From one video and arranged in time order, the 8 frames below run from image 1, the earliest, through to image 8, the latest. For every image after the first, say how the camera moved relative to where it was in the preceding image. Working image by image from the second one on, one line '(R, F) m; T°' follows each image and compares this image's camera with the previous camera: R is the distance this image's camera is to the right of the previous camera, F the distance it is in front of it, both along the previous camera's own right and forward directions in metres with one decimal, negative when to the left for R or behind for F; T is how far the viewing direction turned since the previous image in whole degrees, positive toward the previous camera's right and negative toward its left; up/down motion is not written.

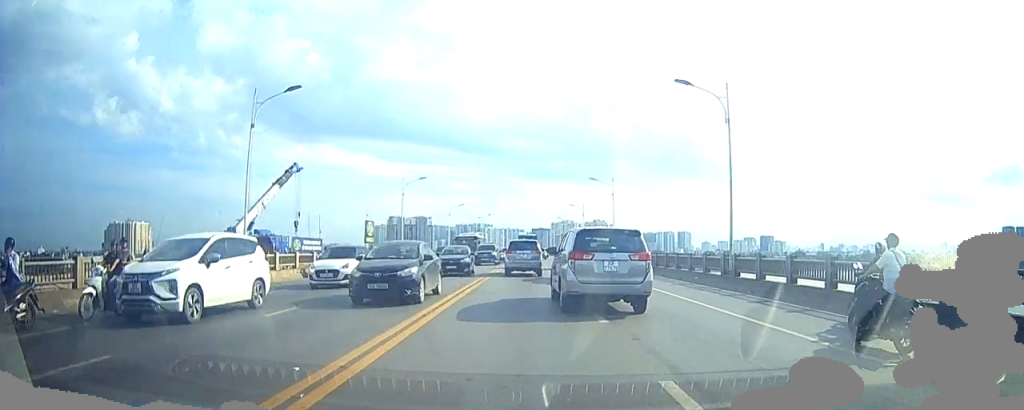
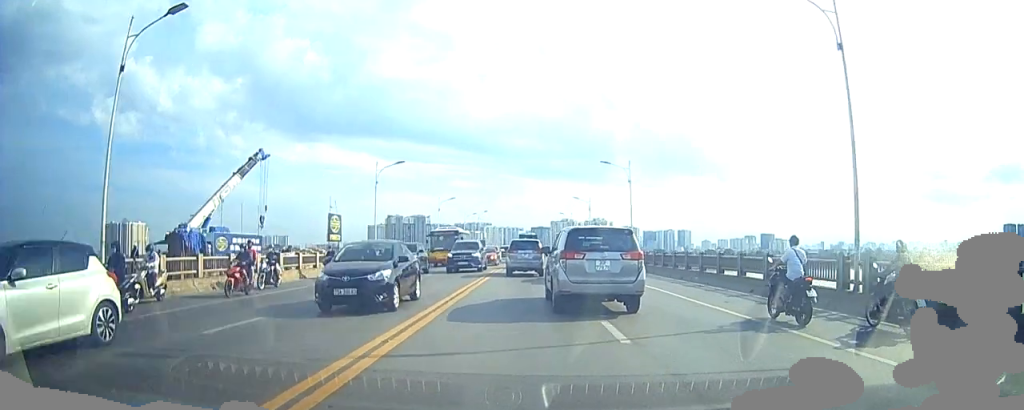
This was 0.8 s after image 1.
(0.0, +9.2) m; 0°
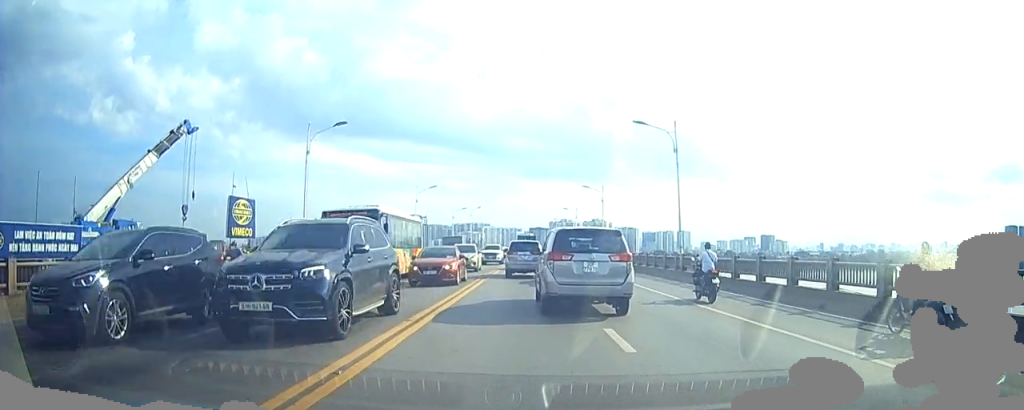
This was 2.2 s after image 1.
(0.0, +15.6) m; 0°
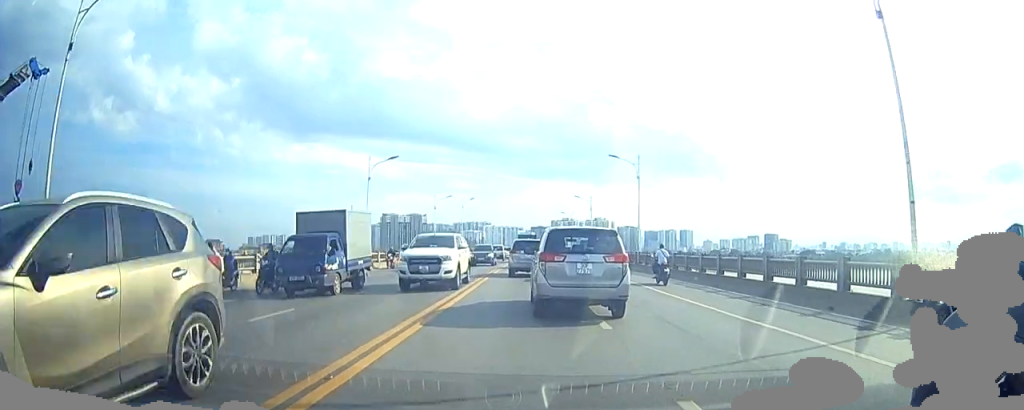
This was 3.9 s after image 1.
(-0.1, +18.6) m; -1°
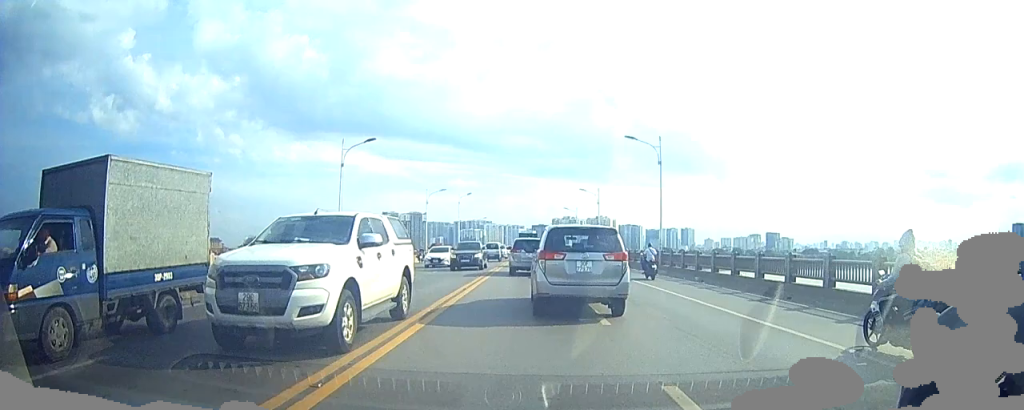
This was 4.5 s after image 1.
(0.0, +5.5) m; +1°
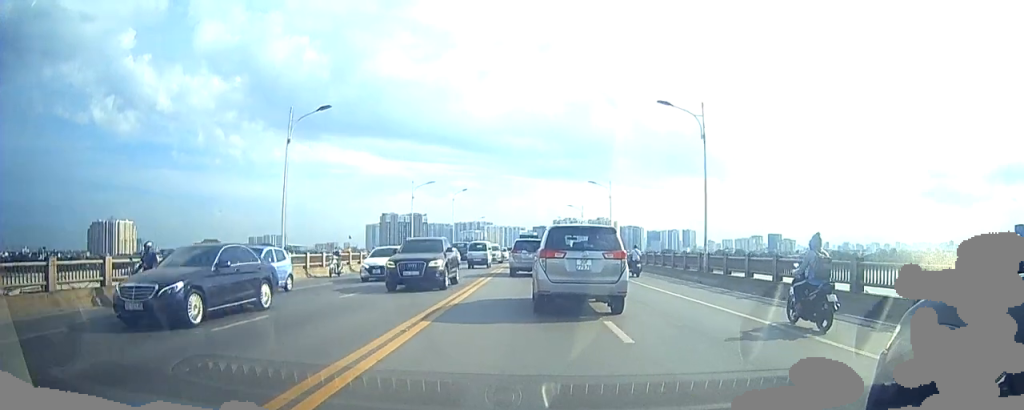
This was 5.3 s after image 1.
(0.0, +8.3) m; +5°
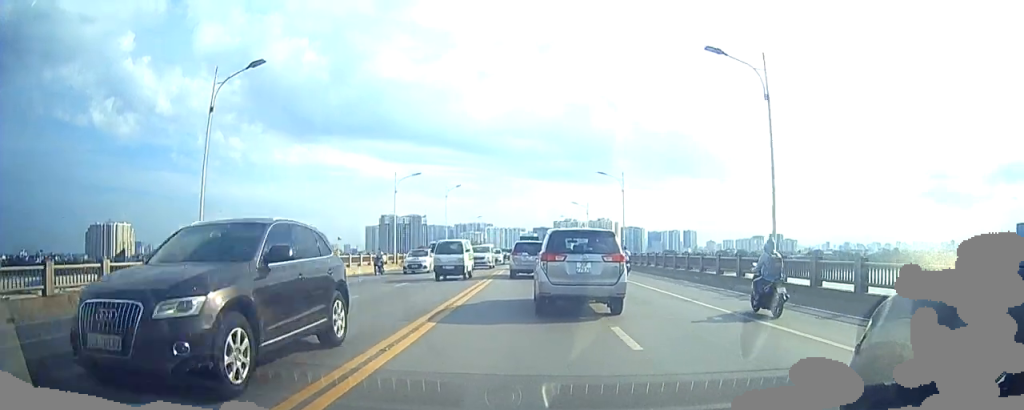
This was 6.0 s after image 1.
(+0.7, +6.5) m; 0°
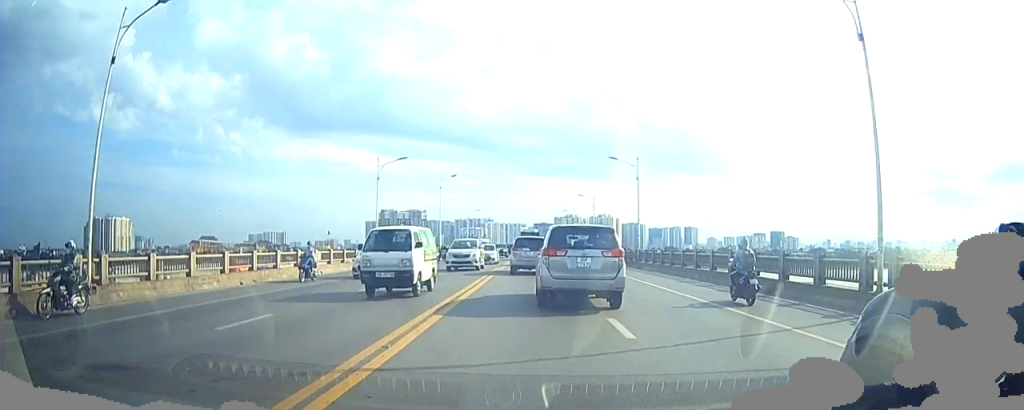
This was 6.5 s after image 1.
(0.0, +5.3) m; -2°
